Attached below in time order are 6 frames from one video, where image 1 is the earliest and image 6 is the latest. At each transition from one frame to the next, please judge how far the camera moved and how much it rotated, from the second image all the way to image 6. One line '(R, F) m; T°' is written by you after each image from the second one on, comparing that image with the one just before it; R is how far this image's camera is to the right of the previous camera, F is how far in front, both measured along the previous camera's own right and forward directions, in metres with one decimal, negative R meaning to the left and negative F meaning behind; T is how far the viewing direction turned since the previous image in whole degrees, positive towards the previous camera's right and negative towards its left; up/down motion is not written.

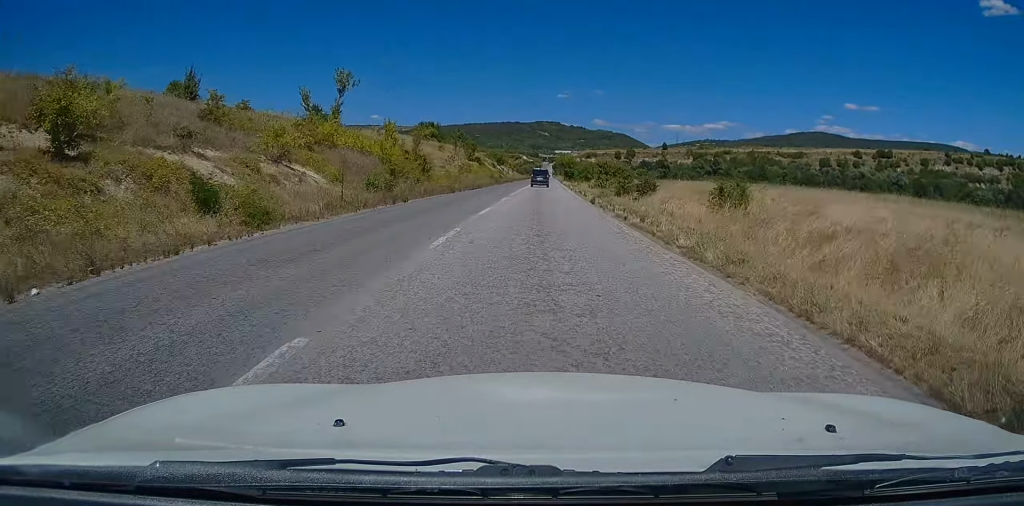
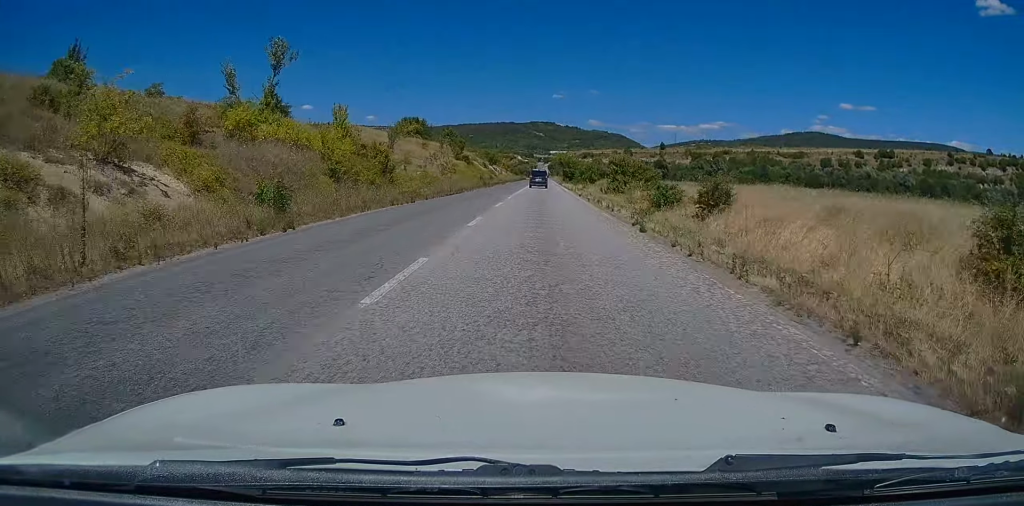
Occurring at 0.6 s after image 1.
(+0.2, +12.9) m; +1°
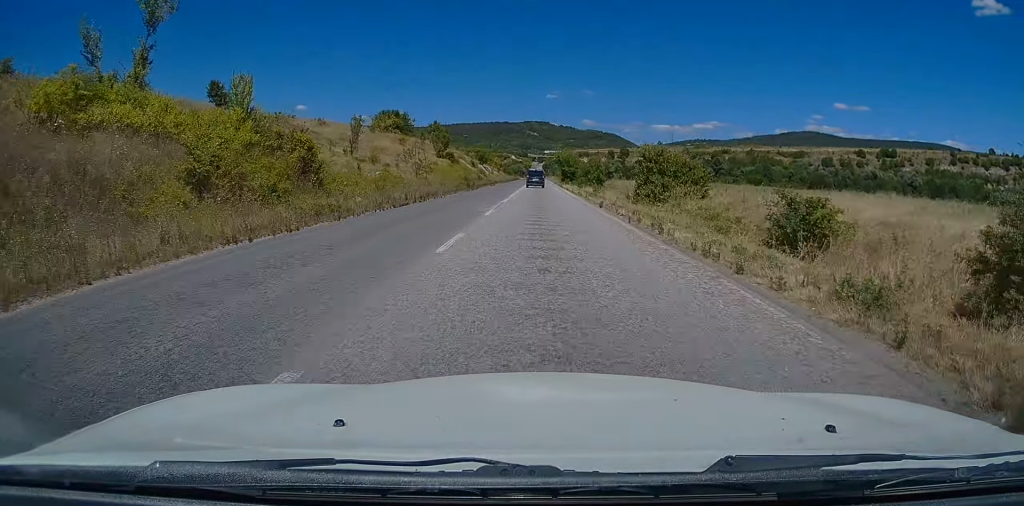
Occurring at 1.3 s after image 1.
(+0.2, +13.8) m; +1°
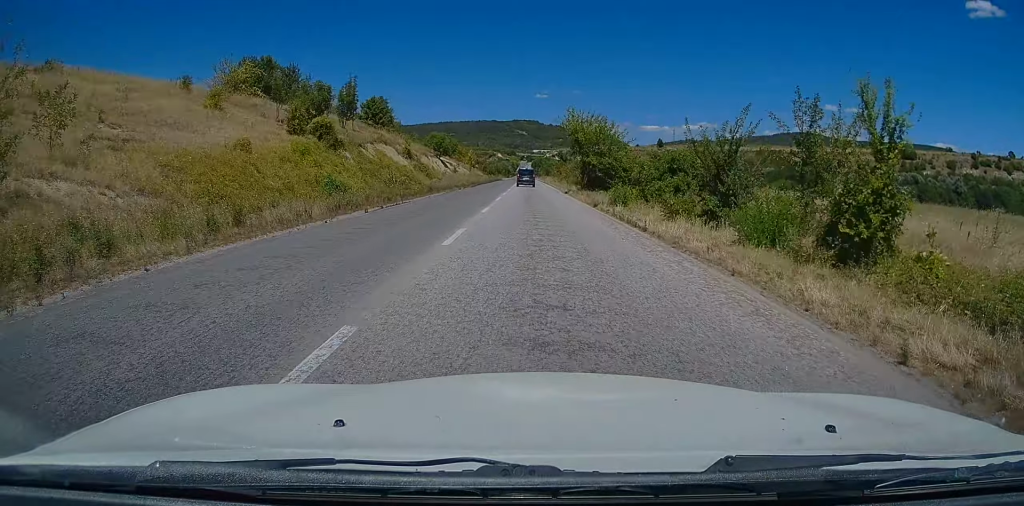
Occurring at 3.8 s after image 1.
(+0.3, +53.9) m; +1°
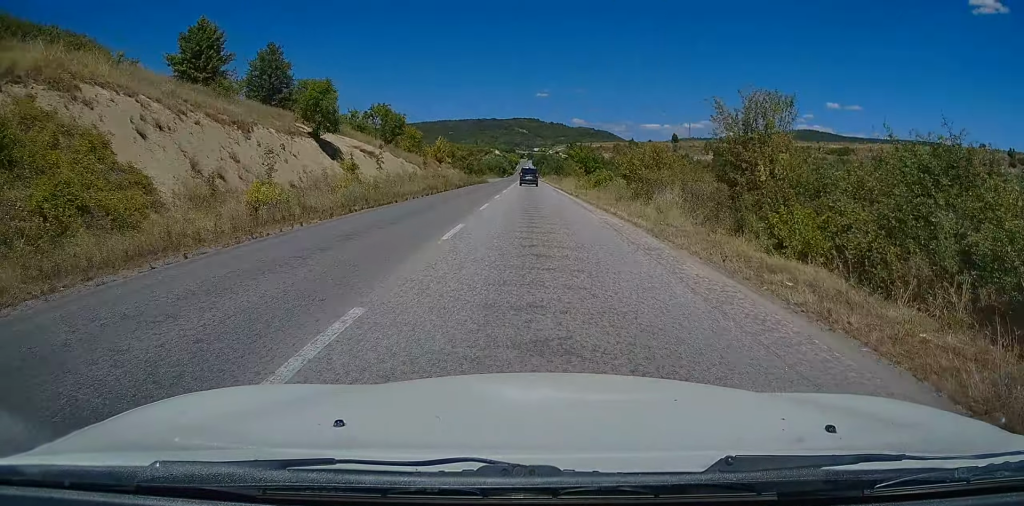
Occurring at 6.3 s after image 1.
(+0.3, +59.9) m; 0°
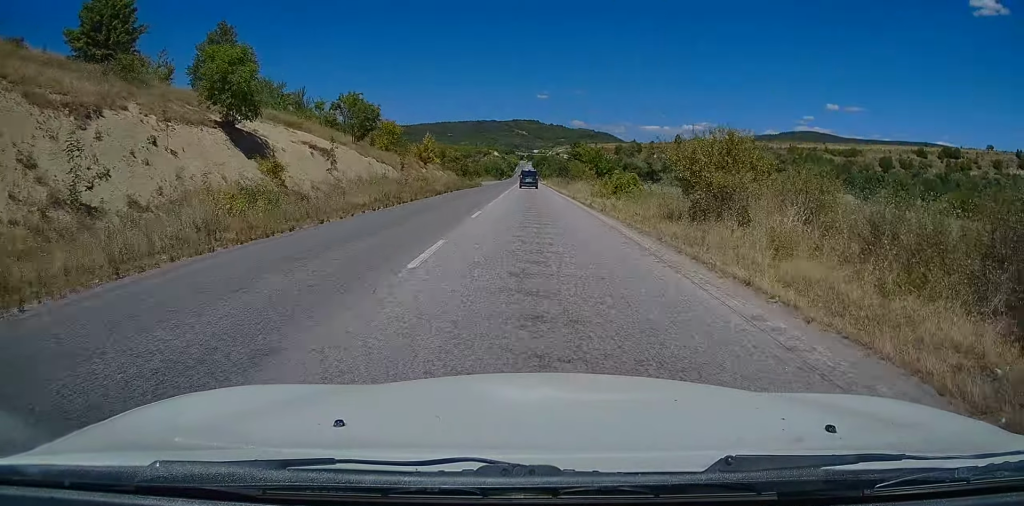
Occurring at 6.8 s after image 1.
(0.0, +14.5) m; 0°
